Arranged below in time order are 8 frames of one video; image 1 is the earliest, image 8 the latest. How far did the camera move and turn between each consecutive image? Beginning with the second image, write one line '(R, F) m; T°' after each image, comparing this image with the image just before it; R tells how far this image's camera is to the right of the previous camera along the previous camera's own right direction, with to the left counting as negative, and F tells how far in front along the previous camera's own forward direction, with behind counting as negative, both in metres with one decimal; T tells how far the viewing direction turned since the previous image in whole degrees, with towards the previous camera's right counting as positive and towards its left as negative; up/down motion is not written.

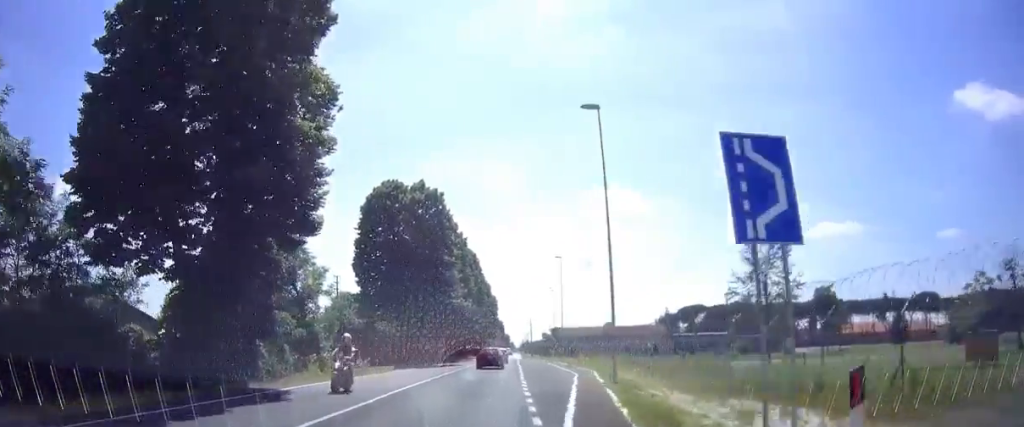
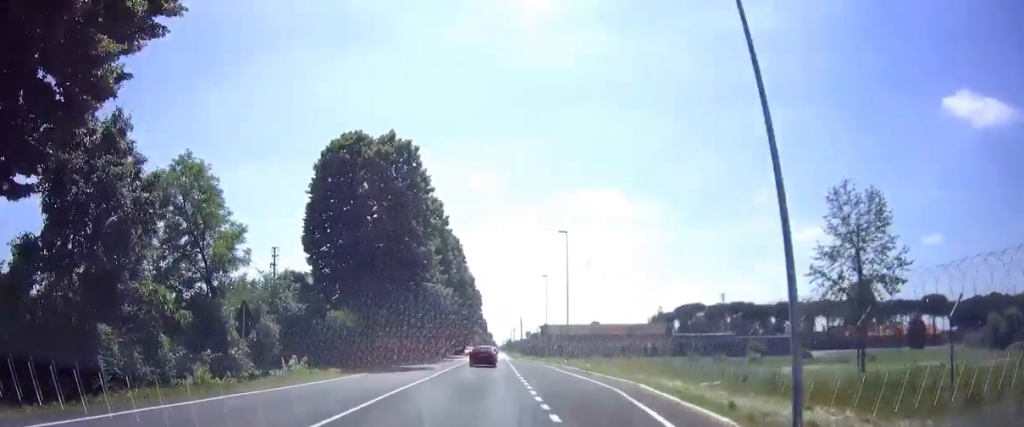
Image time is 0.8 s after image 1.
(+0.3, +12.1) m; +2°
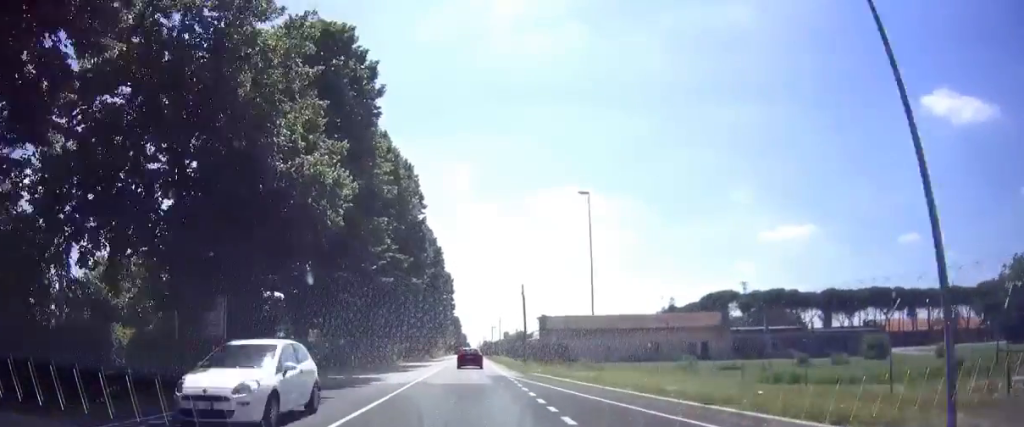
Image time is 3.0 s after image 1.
(+0.6, +36.7) m; +1°
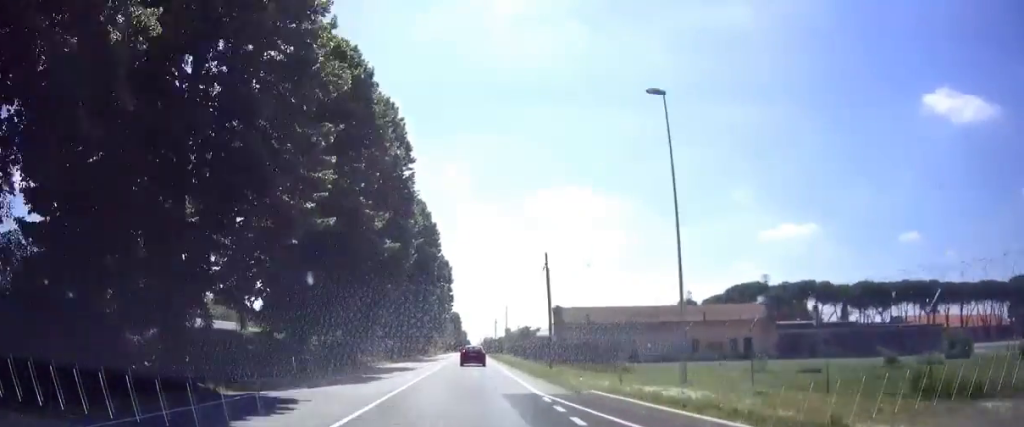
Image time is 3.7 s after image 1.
(-0.2, +12.1) m; 0°
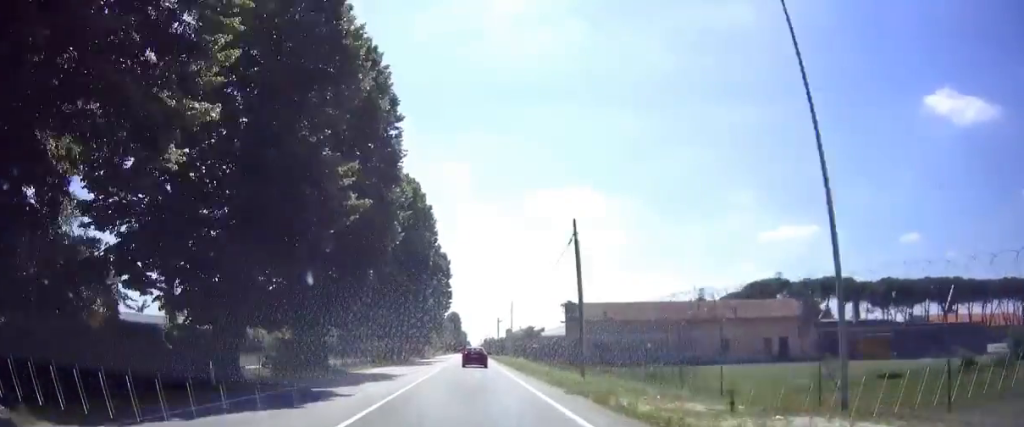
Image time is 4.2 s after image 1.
(+0.2, +8.7) m; +1°
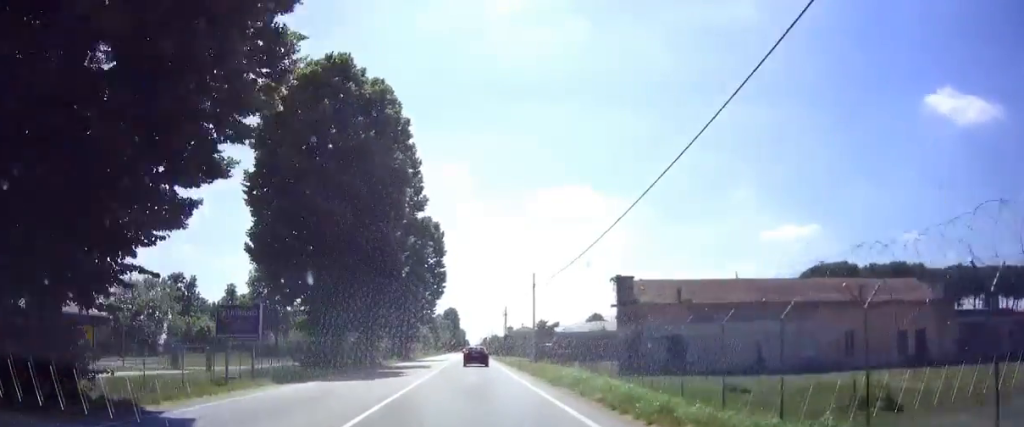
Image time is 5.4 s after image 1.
(+0.2, +20.9) m; 0°
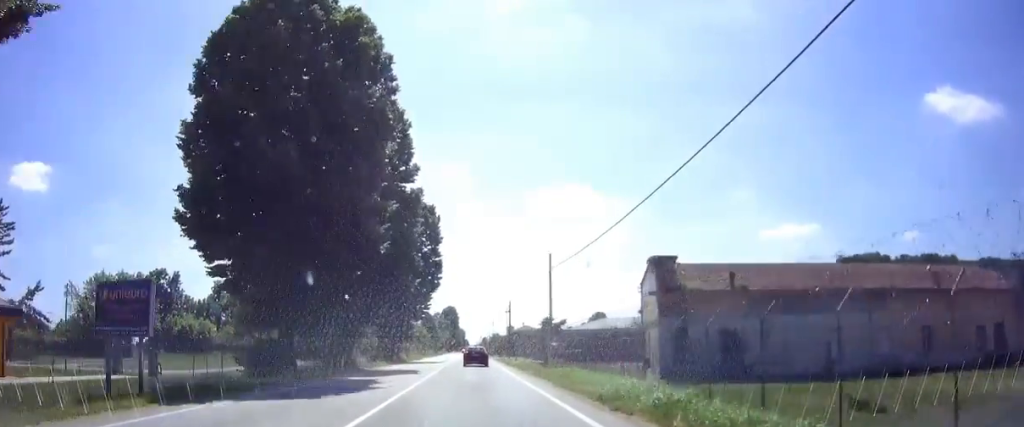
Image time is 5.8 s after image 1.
(0.0, +7.5) m; 0°
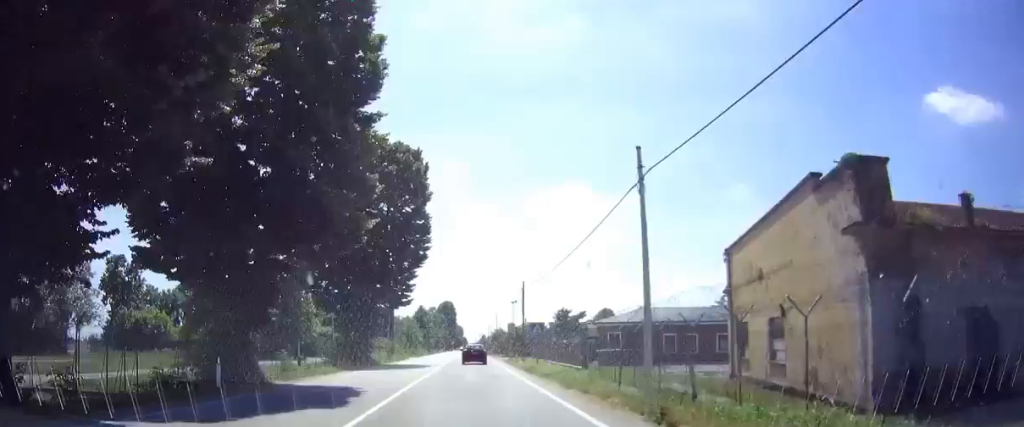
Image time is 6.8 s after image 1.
(-0.3, +17.4) m; 0°
